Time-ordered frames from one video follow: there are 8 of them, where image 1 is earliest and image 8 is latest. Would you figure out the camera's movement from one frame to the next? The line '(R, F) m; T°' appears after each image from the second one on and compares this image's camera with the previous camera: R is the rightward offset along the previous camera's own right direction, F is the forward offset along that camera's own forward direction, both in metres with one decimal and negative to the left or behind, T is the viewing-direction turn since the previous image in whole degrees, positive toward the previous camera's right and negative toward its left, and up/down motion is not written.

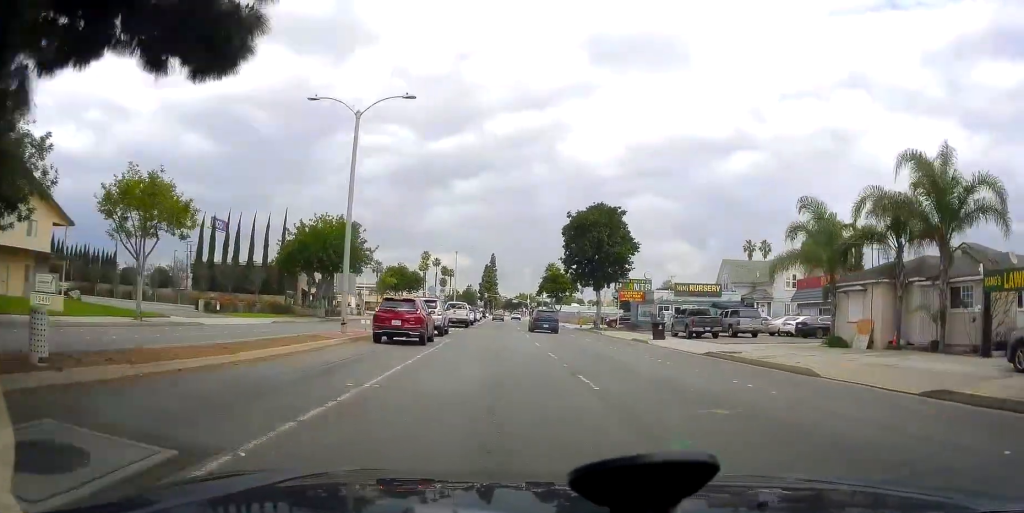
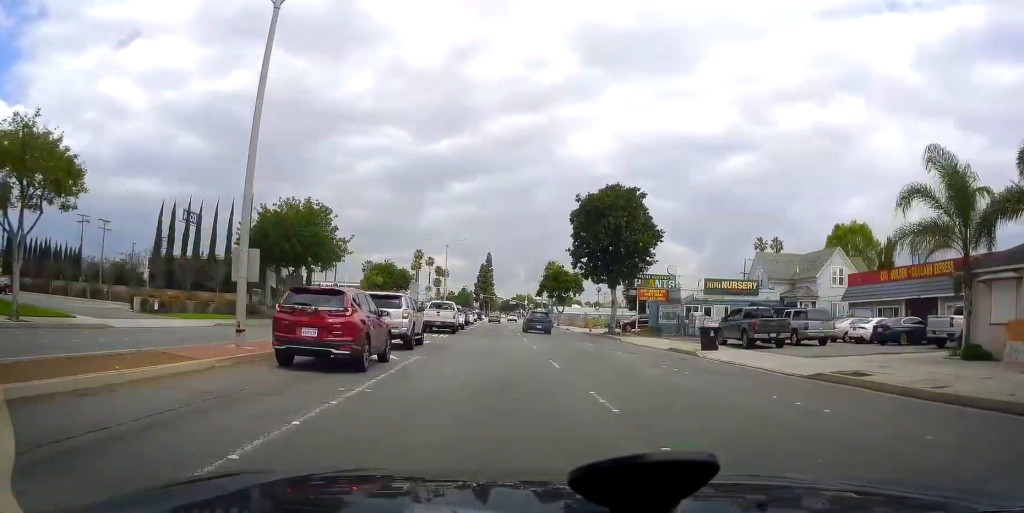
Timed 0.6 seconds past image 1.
(+0.1, +9.7) m; -1°
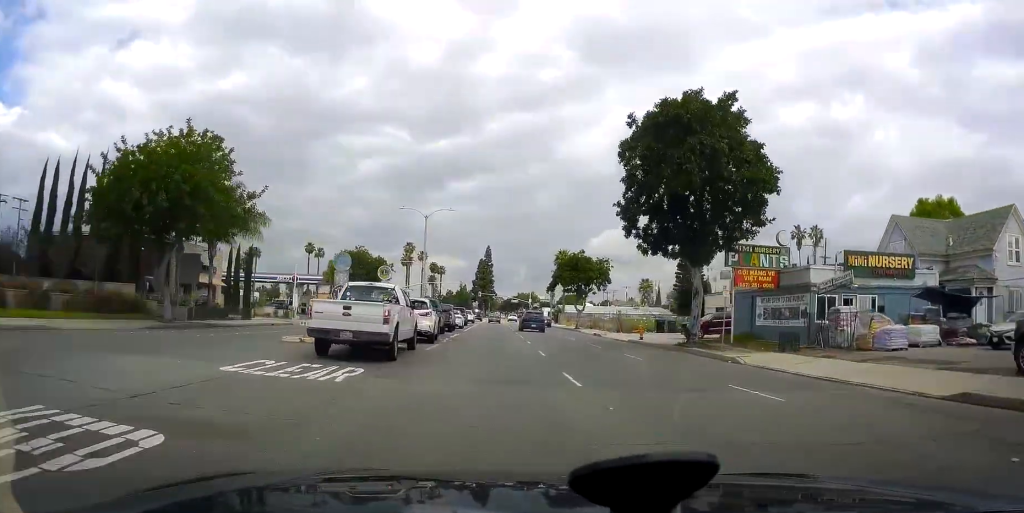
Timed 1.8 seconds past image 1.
(-0.5, +21.0) m; 0°
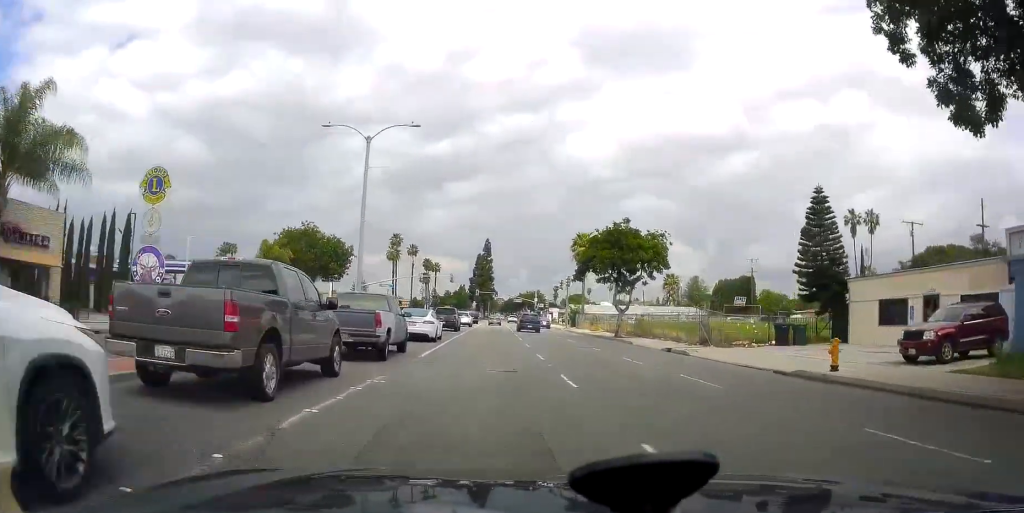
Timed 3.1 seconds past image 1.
(+0.6, +23.7) m; +1°
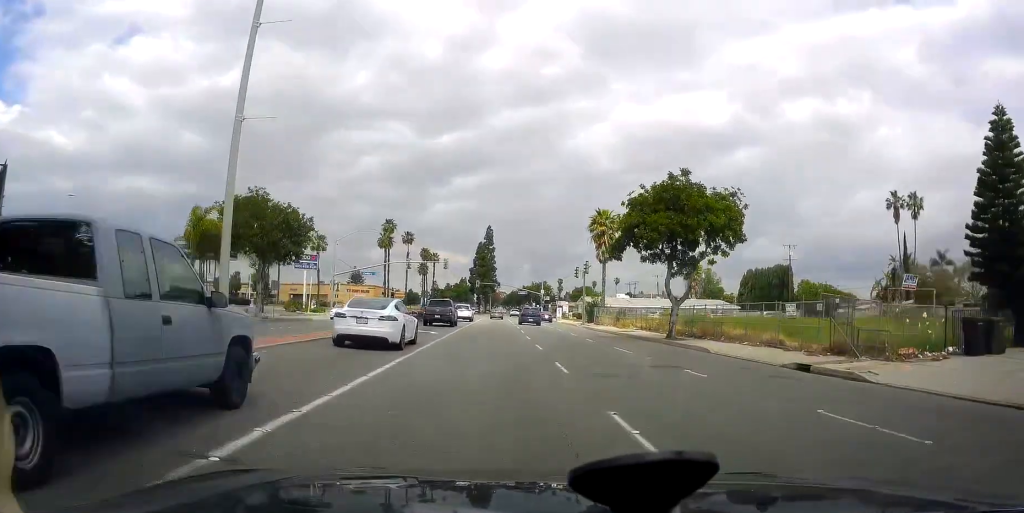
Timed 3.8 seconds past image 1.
(0.0, +14.0) m; 0°
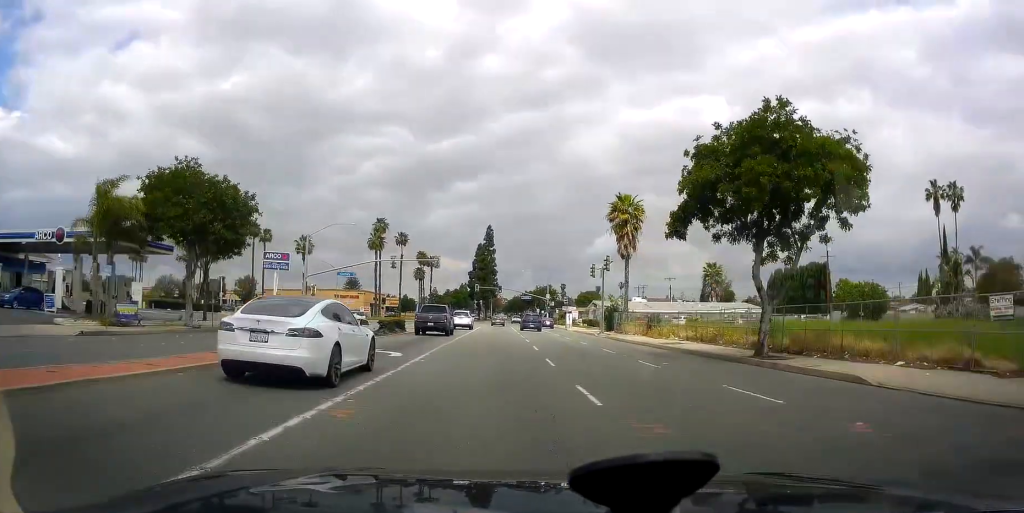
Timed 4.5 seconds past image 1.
(0.0, +11.7) m; 0°
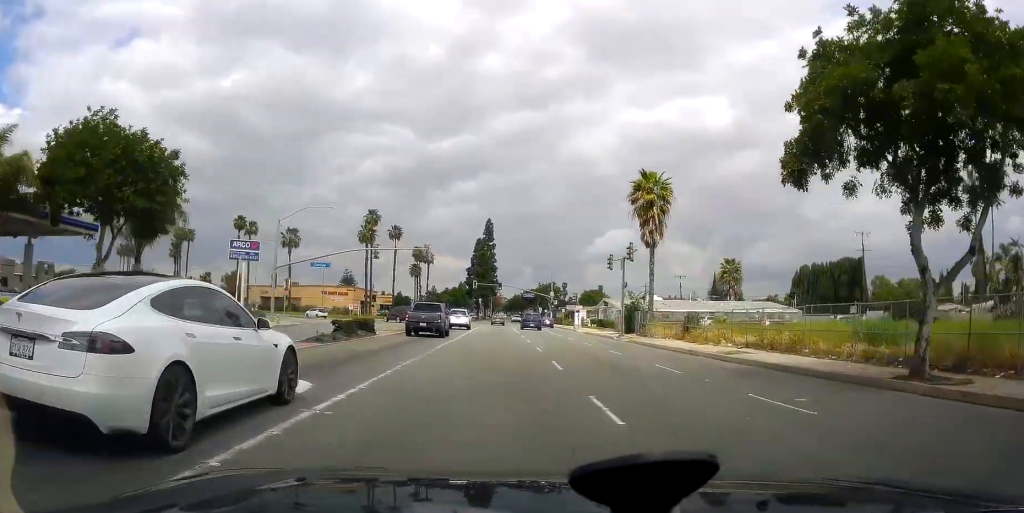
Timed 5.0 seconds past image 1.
(0.0, +9.3) m; -1°
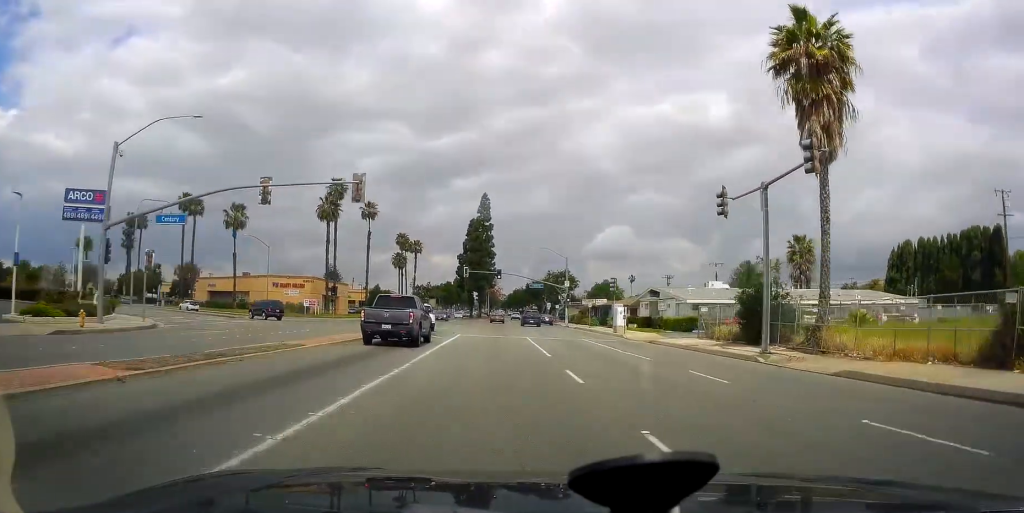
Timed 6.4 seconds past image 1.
(-0.8, +26.5) m; -2°
